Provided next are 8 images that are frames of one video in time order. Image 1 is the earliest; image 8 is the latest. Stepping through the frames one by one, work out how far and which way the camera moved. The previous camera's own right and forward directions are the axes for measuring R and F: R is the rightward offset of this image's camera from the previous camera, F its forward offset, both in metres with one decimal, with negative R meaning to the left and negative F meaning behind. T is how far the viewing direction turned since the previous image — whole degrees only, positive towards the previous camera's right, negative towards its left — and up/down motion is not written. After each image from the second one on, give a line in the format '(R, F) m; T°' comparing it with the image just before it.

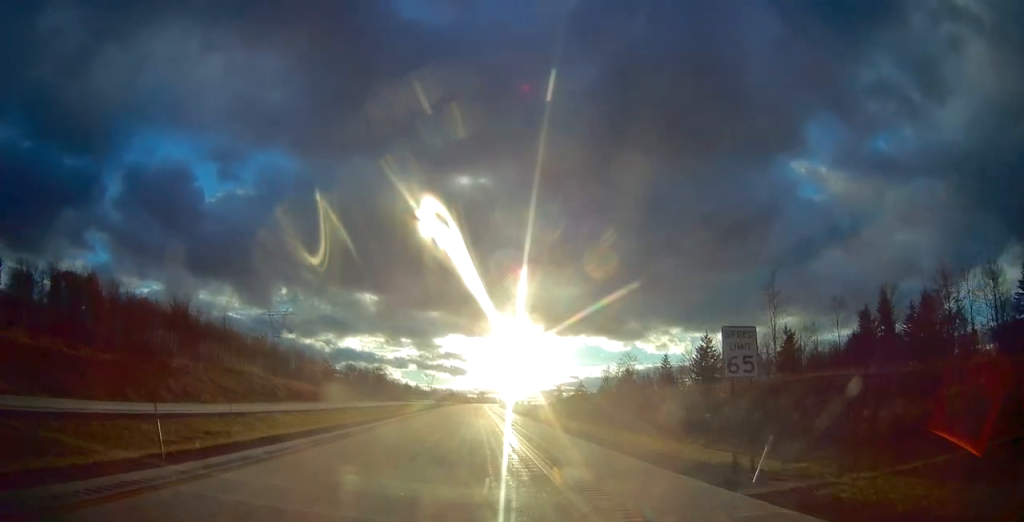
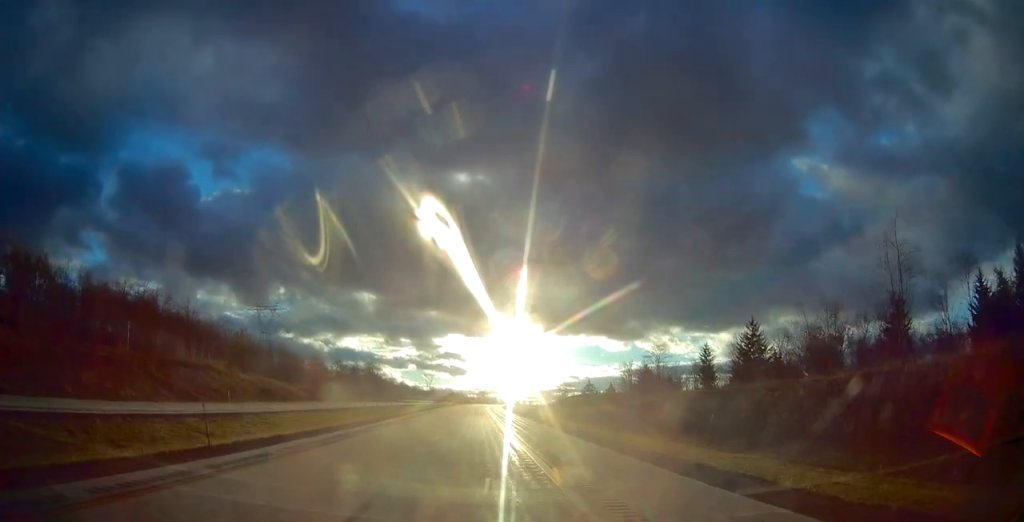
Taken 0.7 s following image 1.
(+0.1, +21.5) m; 0°
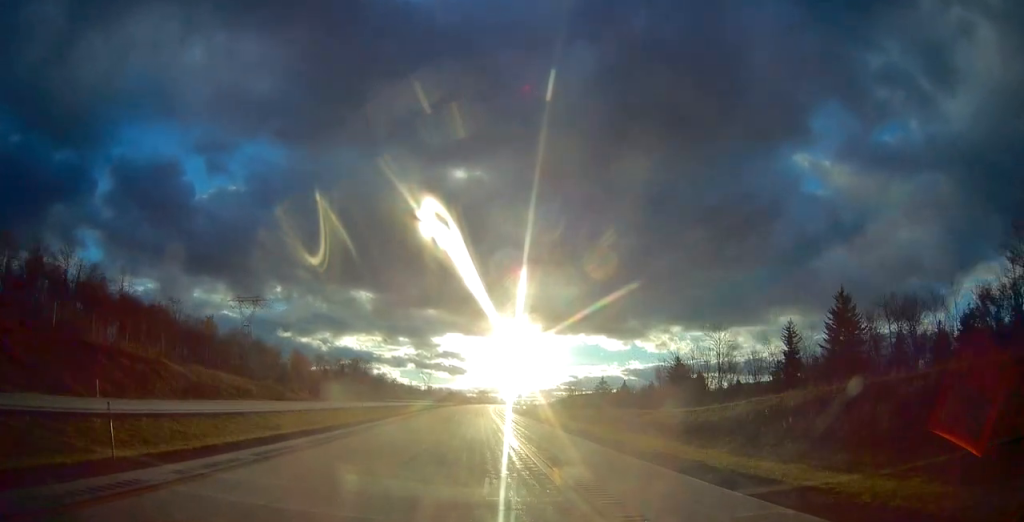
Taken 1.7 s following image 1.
(0.0, +28.4) m; 0°
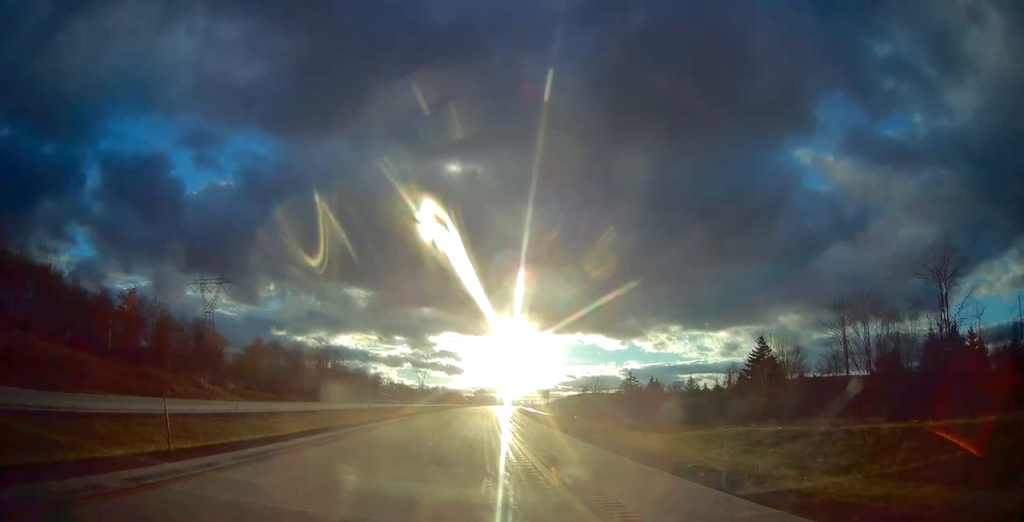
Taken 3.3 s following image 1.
(0.0, +46.0) m; 0°
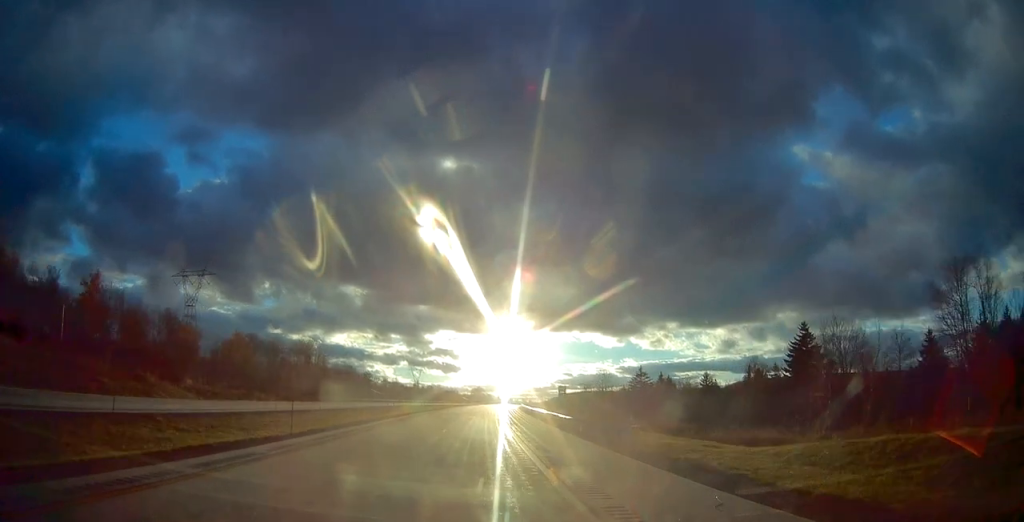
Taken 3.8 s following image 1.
(-0.1, +15.7) m; 0°
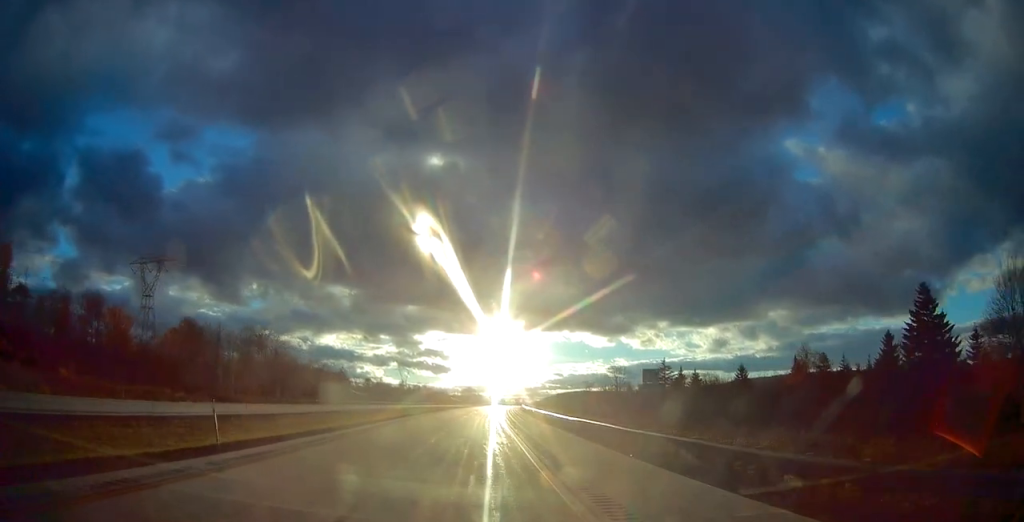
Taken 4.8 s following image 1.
(+0.3, +30.7) m; +1°
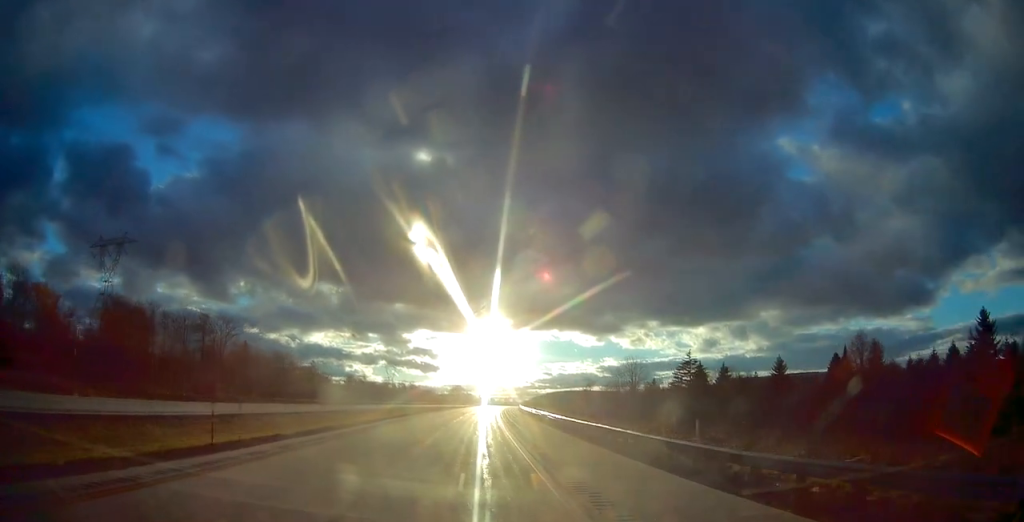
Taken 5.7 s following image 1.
(+0.2, +24.8) m; +1°
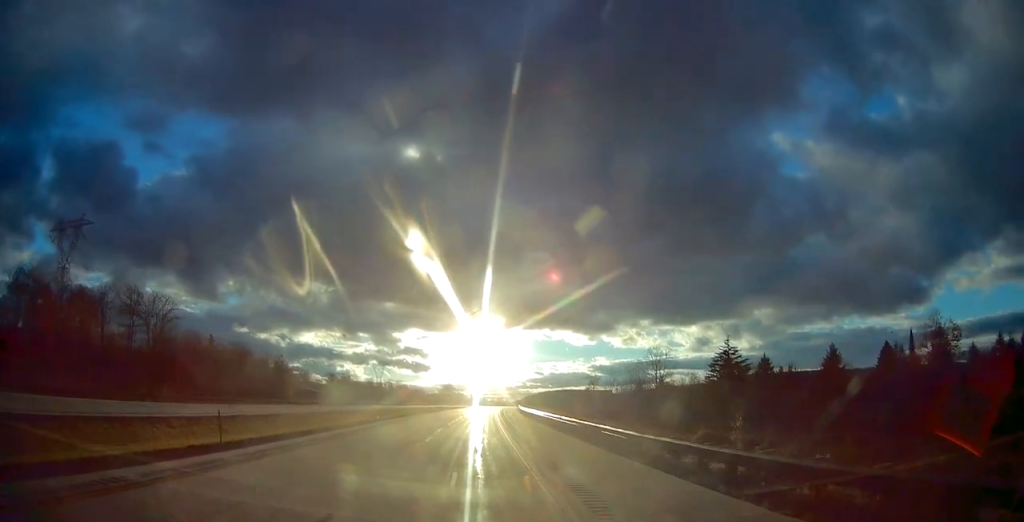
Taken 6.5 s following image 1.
(+0.1, +23.8) m; +1°
